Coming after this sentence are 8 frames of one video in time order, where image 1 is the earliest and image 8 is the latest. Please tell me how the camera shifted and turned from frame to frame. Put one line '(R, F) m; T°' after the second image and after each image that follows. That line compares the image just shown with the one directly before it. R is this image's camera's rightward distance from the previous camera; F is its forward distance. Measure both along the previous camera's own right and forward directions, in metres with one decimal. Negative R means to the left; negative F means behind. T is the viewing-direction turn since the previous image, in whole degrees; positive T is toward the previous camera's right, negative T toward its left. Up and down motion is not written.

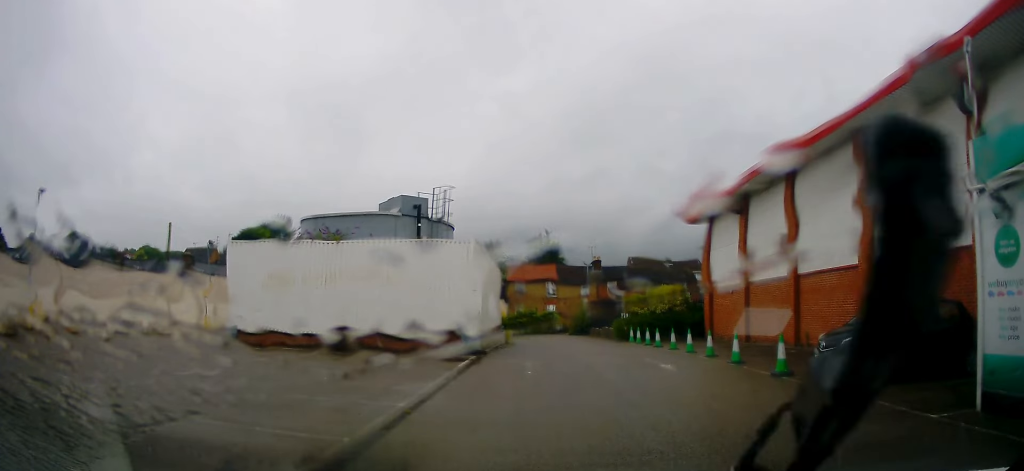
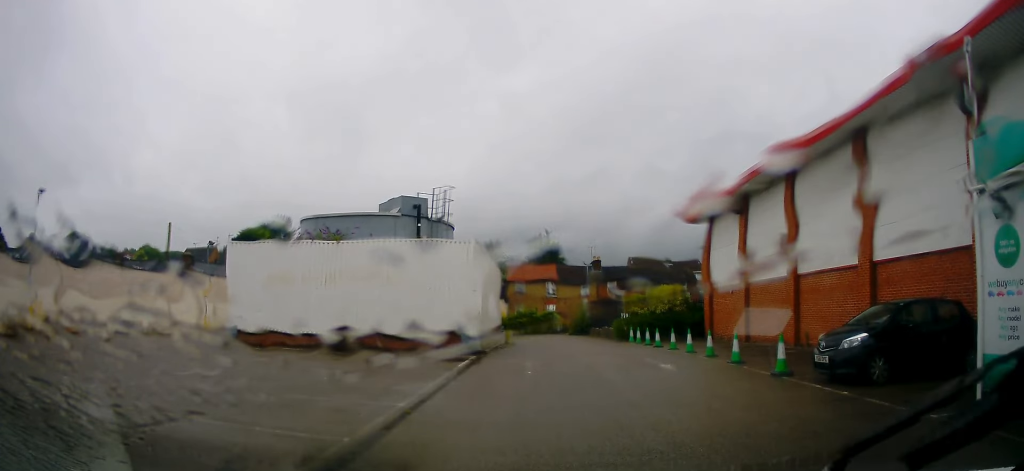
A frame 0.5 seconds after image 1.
(0.0, 0.0) m; 0°
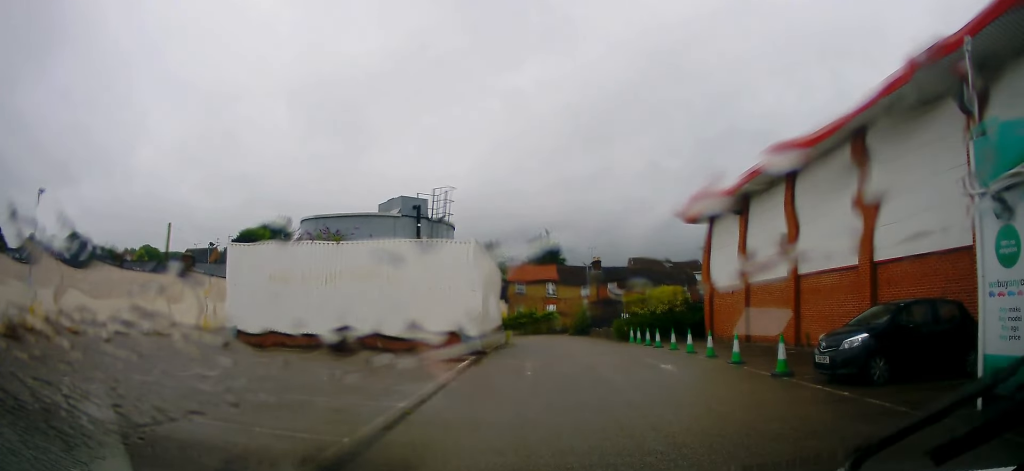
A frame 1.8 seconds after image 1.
(0.0, 0.0) m; 0°
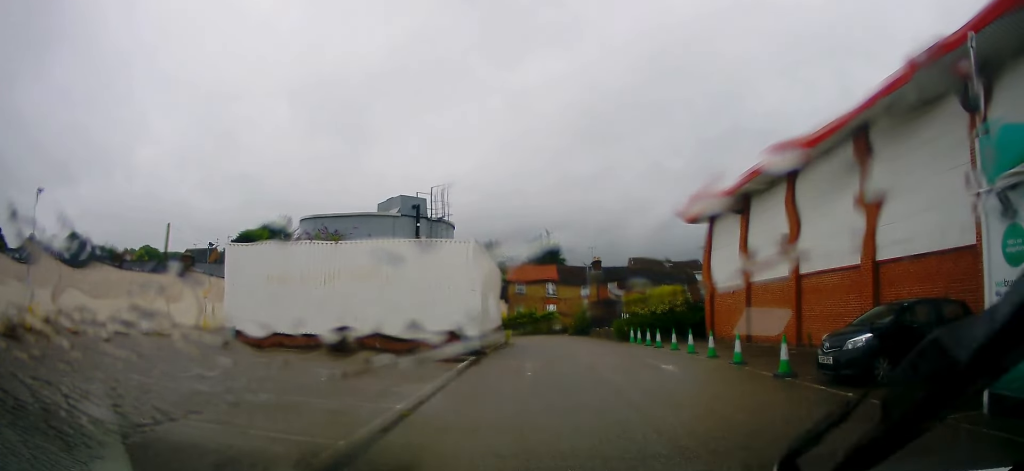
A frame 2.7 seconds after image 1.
(0.0, 0.0) m; 0°
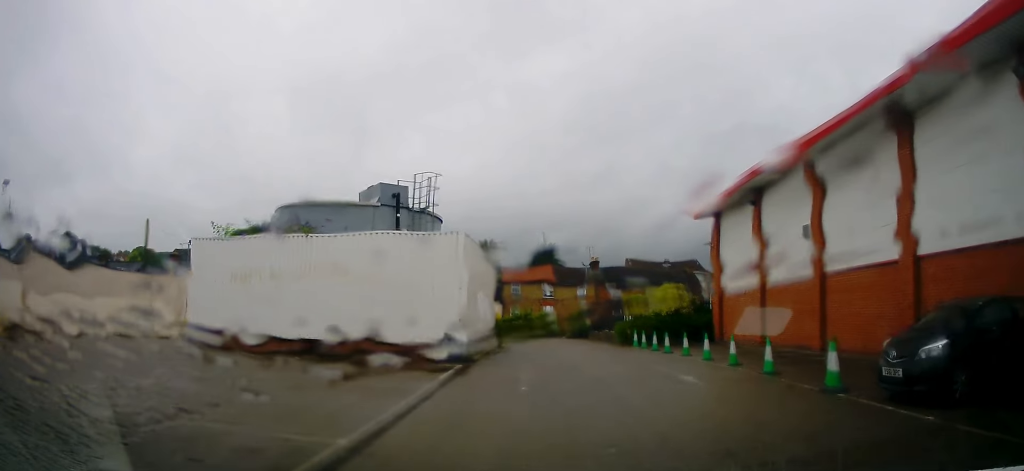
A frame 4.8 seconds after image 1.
(0.0, +1.2) m; +1°
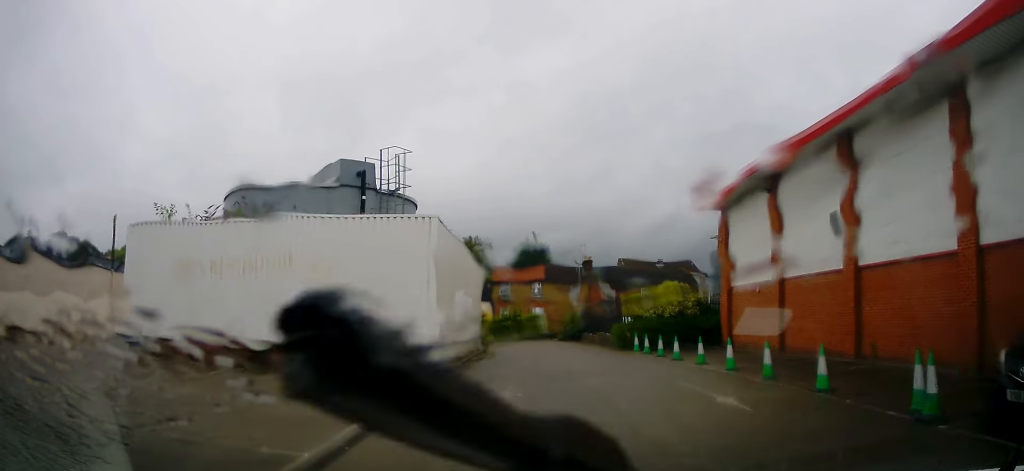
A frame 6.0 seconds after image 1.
(+0.1, +2.4) m; +6°
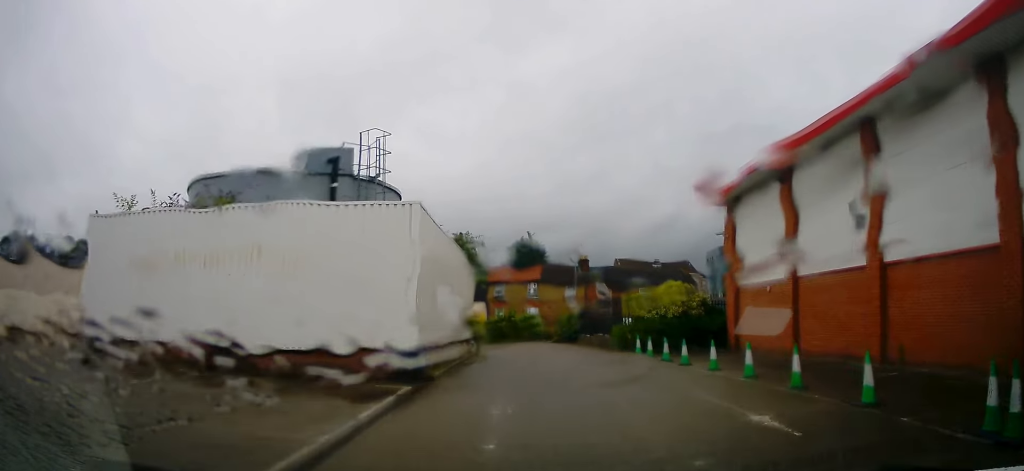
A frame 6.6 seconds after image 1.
(0.0, +1.6) m; +3°
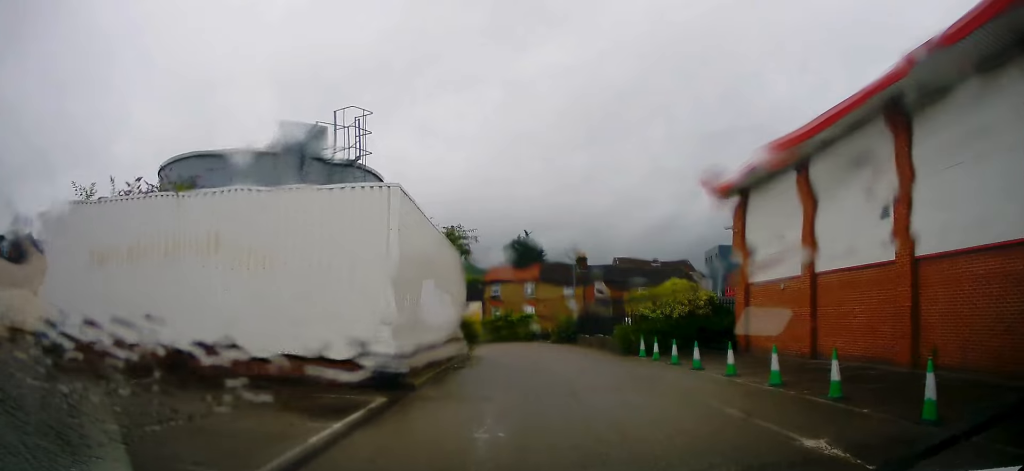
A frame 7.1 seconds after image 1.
(-0.1, +1.5) m; +2°
